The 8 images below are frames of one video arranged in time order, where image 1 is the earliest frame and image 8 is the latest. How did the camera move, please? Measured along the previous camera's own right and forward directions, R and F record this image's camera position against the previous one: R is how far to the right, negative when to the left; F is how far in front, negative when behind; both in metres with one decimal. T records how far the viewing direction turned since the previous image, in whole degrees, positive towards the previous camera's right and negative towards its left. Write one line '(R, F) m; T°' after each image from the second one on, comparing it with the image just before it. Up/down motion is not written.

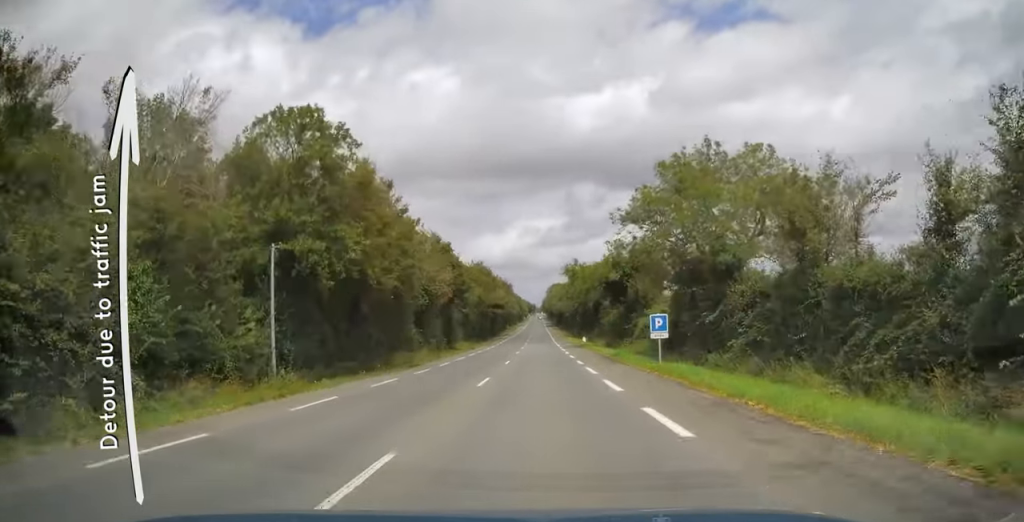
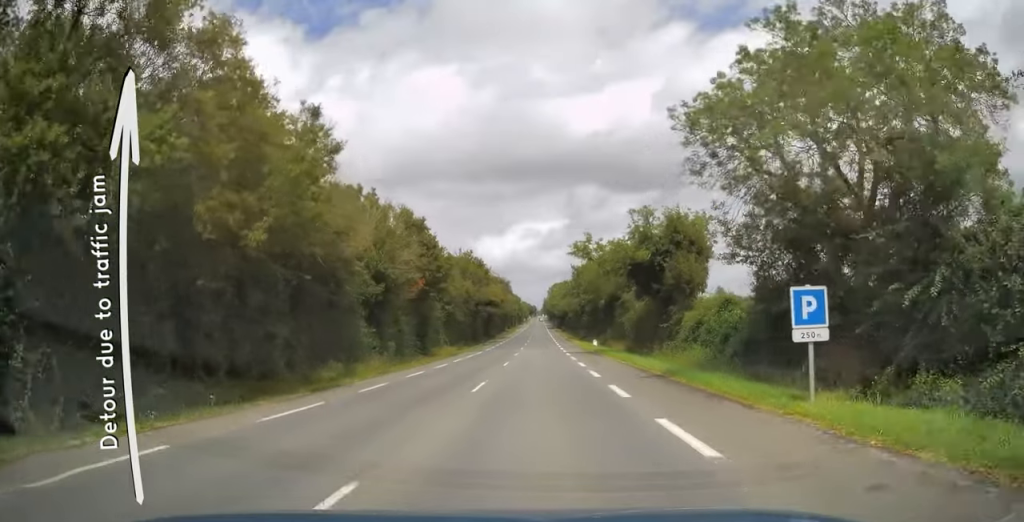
(+0.1, +14.2) m; 0°
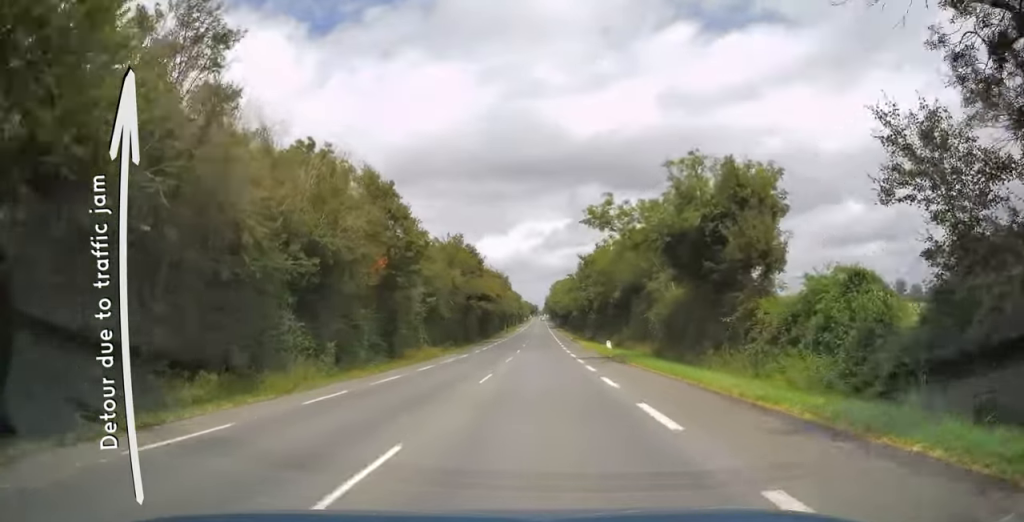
(-0.1, +11.1) m; 0°
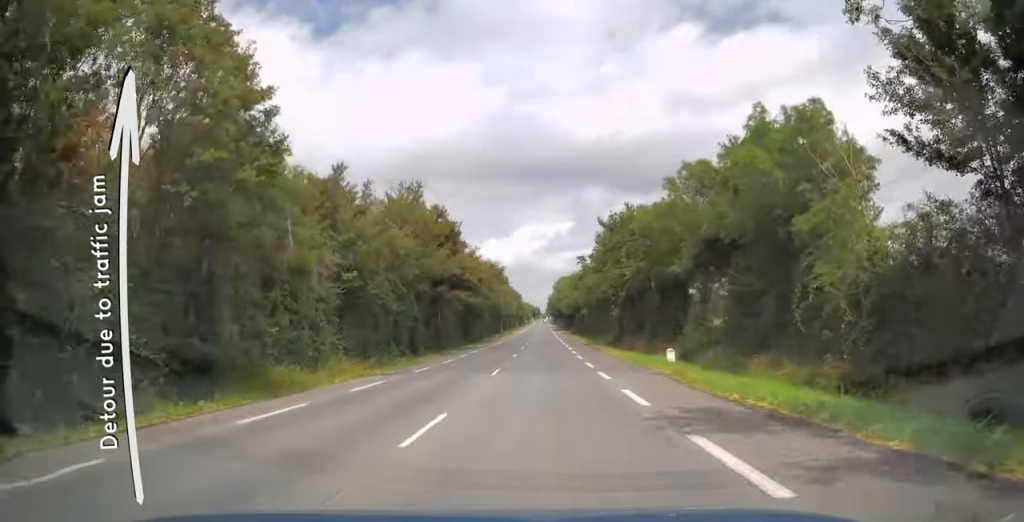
(-0.1, +23.1) m; 0°
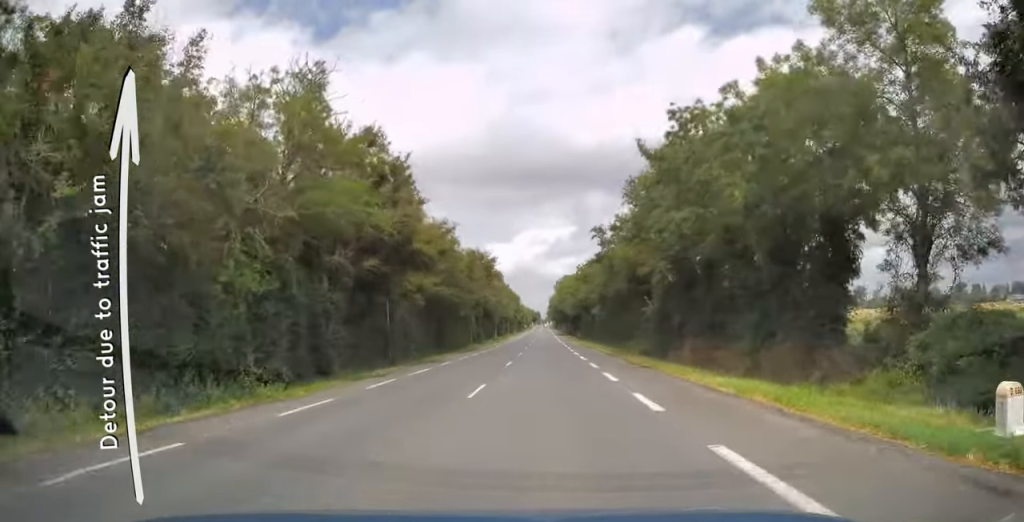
(0.0, +19.9) m; 0°
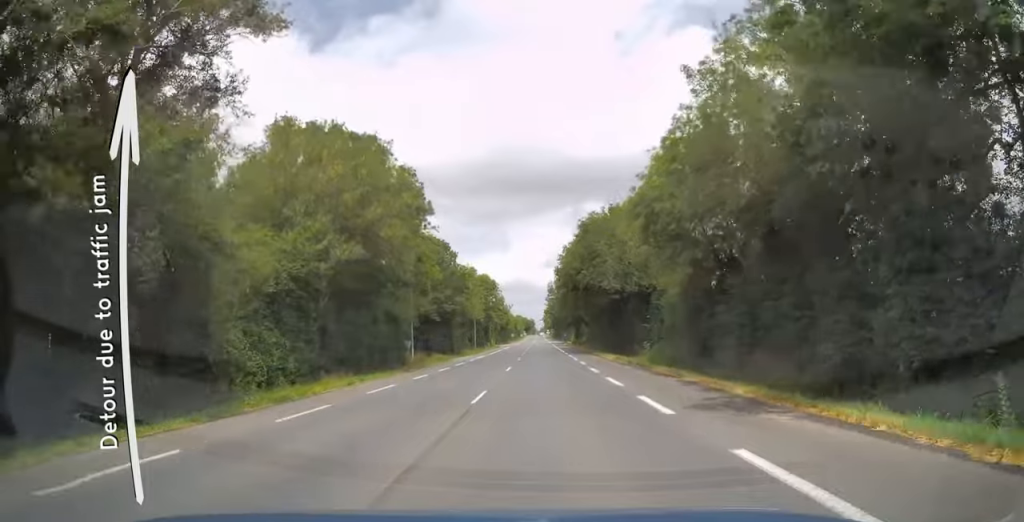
(+0.4, +76.3) m; +1°
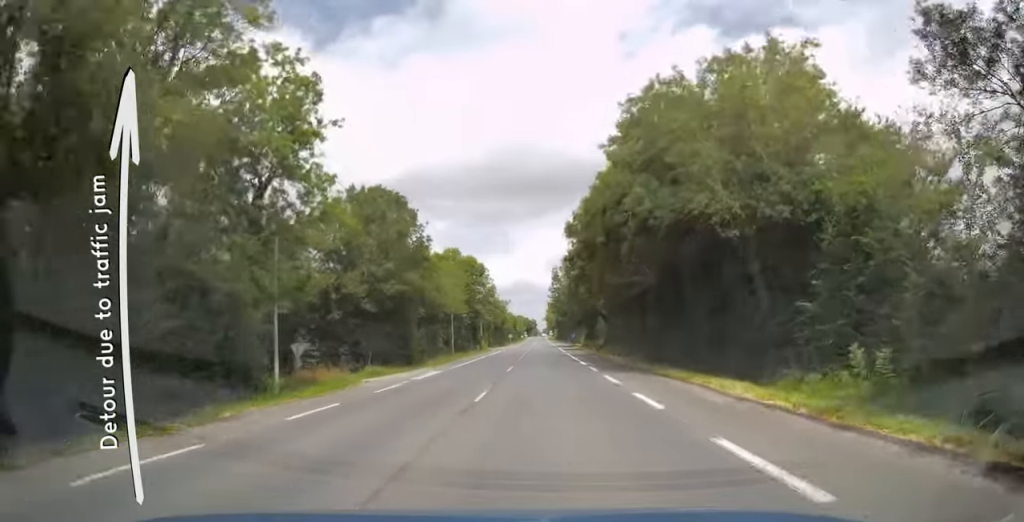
(0.0, +25.0) m; 0°
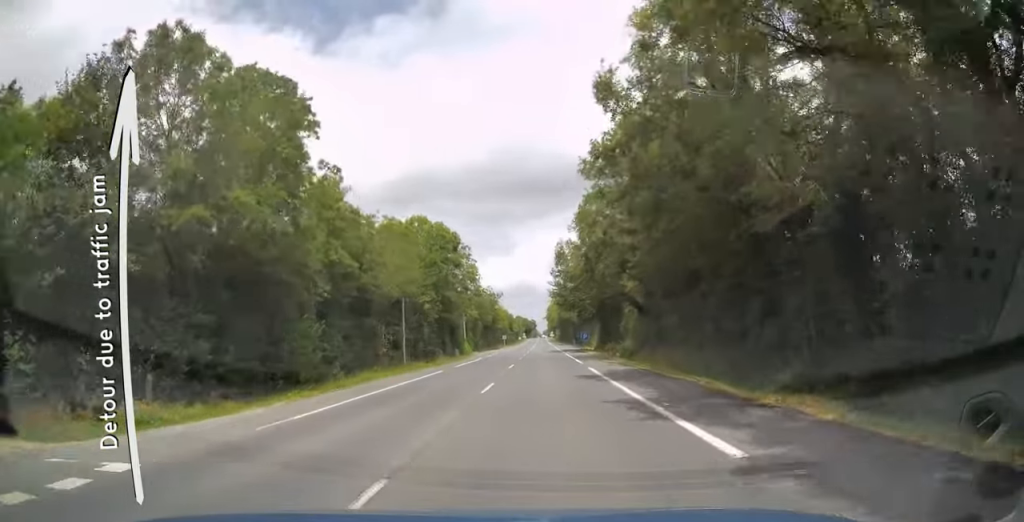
(-0.1, +23.5) m; 0°
